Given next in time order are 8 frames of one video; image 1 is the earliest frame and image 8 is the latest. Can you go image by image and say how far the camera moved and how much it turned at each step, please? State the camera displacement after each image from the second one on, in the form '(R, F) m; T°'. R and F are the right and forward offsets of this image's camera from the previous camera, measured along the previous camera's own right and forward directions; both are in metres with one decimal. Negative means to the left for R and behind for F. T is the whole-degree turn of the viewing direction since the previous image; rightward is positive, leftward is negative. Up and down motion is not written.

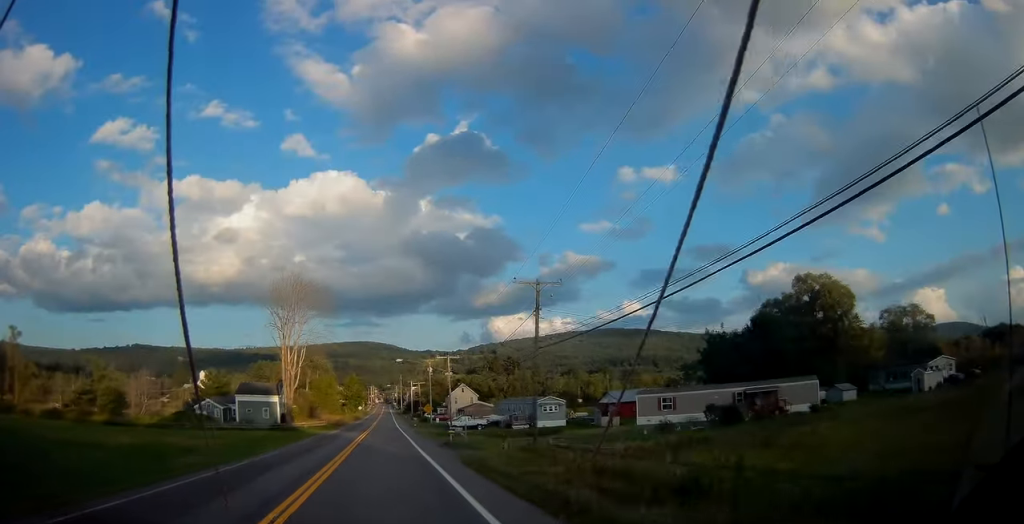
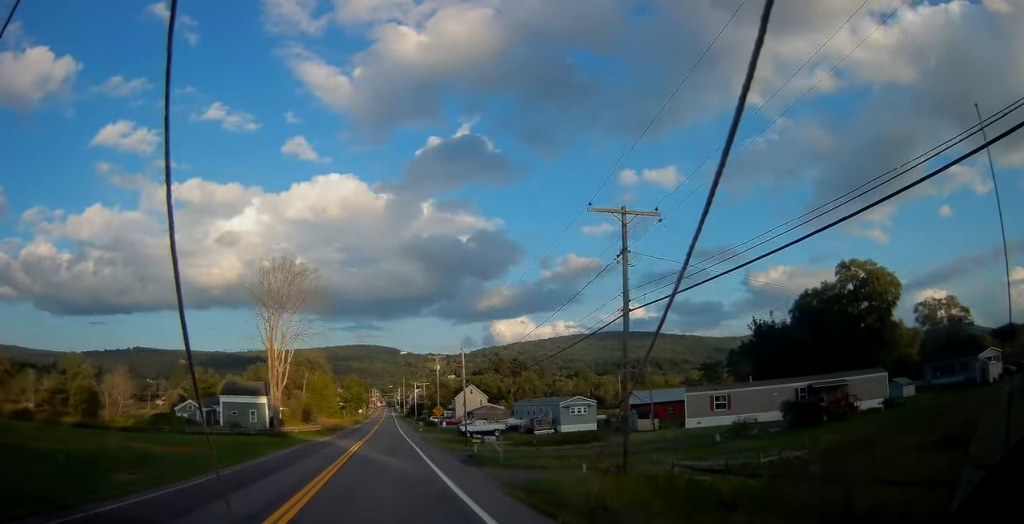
(-0.1, +10.2) m; +1°
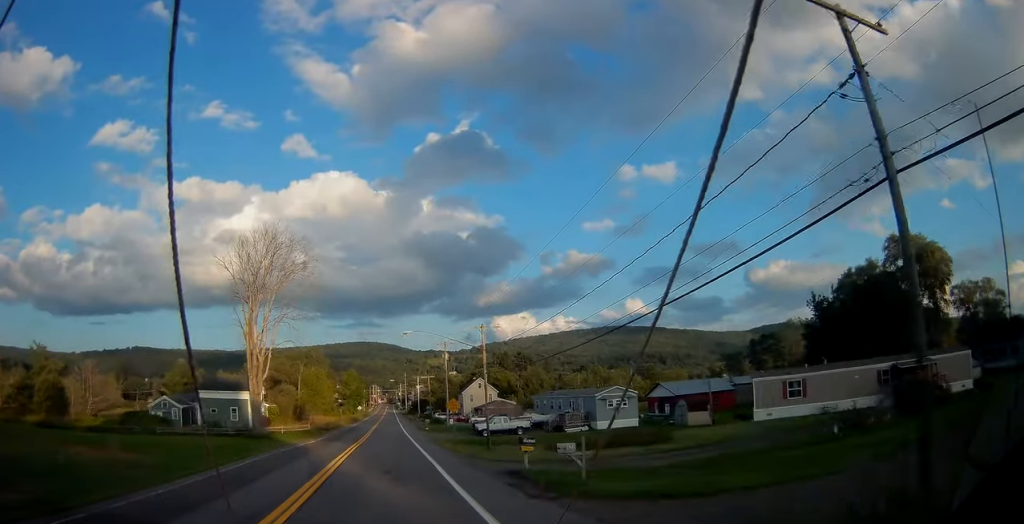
(+0.3, +10.8) m; 0°
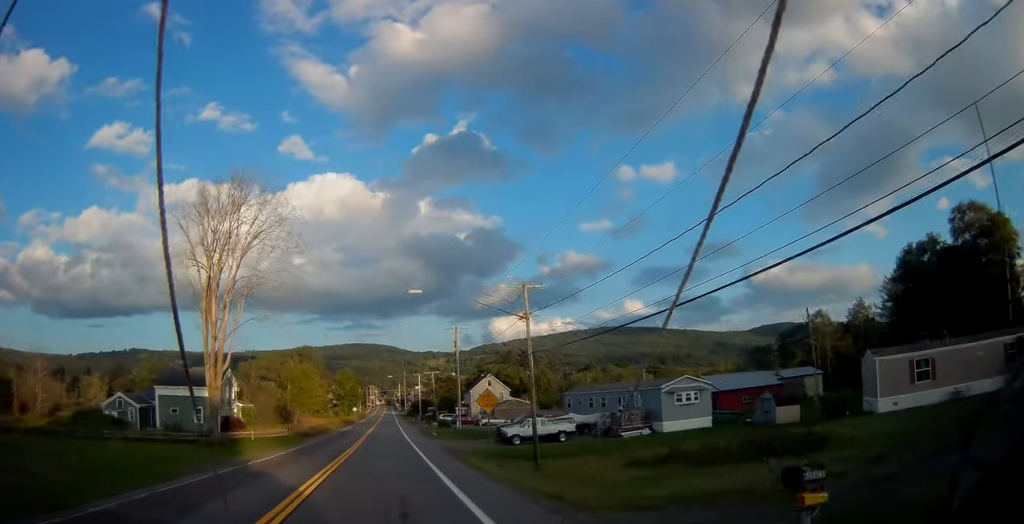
(-0.2, +13.7) m; -1°
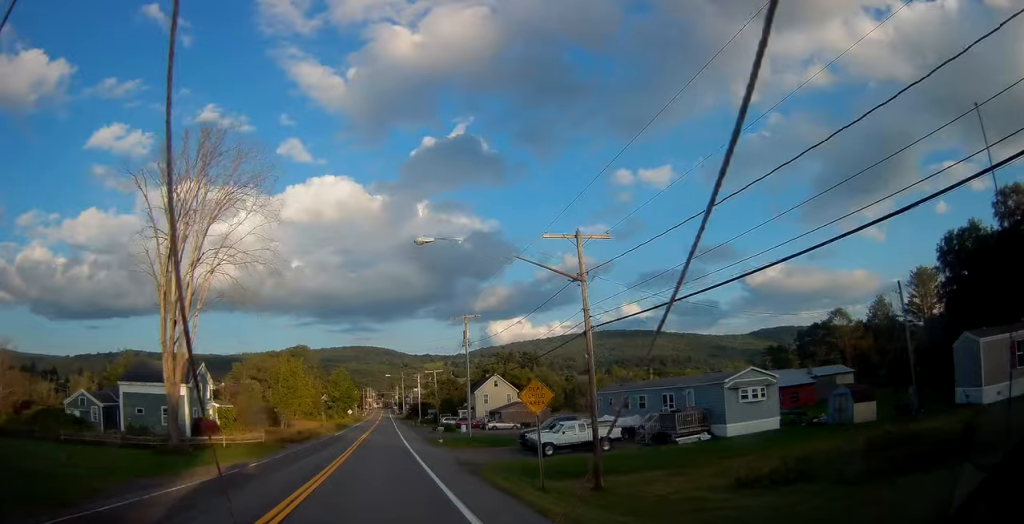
(-0.1, +8.5) m; 0°
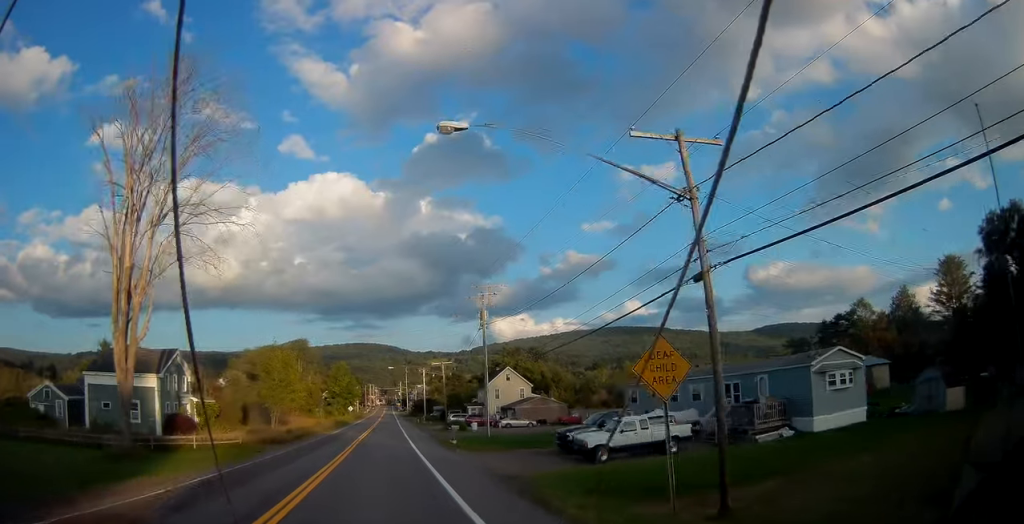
(0.0, +7.5) m; +1°
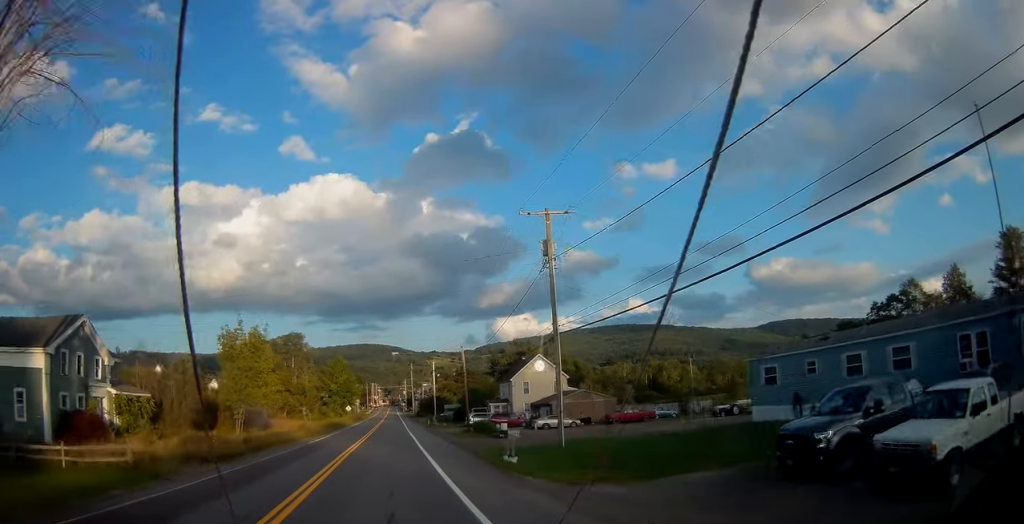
(+0.4, +16.4) m; 0°
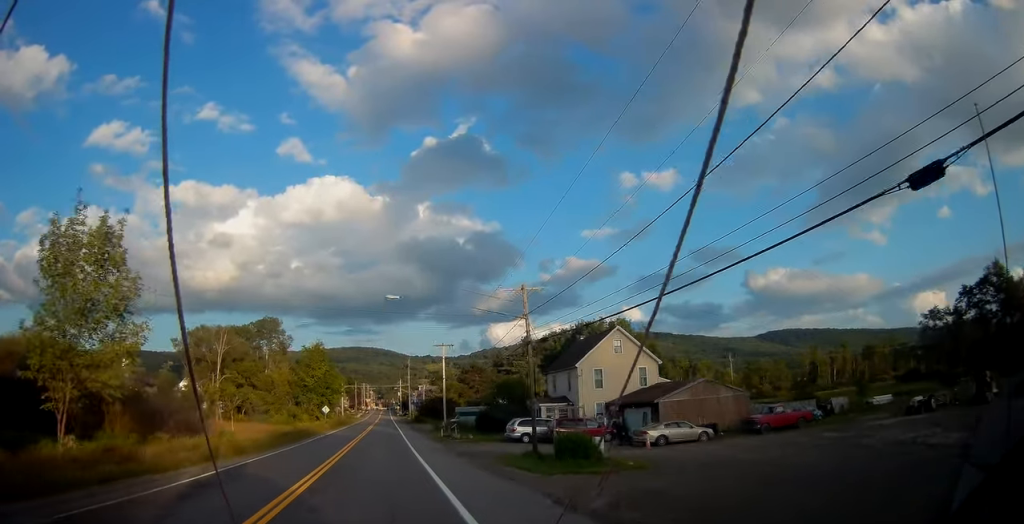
(-0.6, +26.7) m; -2°
